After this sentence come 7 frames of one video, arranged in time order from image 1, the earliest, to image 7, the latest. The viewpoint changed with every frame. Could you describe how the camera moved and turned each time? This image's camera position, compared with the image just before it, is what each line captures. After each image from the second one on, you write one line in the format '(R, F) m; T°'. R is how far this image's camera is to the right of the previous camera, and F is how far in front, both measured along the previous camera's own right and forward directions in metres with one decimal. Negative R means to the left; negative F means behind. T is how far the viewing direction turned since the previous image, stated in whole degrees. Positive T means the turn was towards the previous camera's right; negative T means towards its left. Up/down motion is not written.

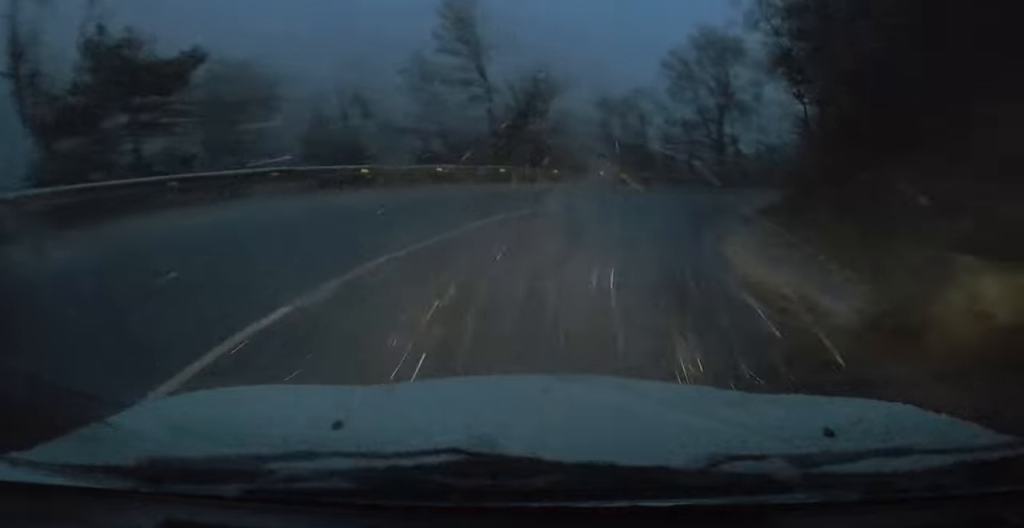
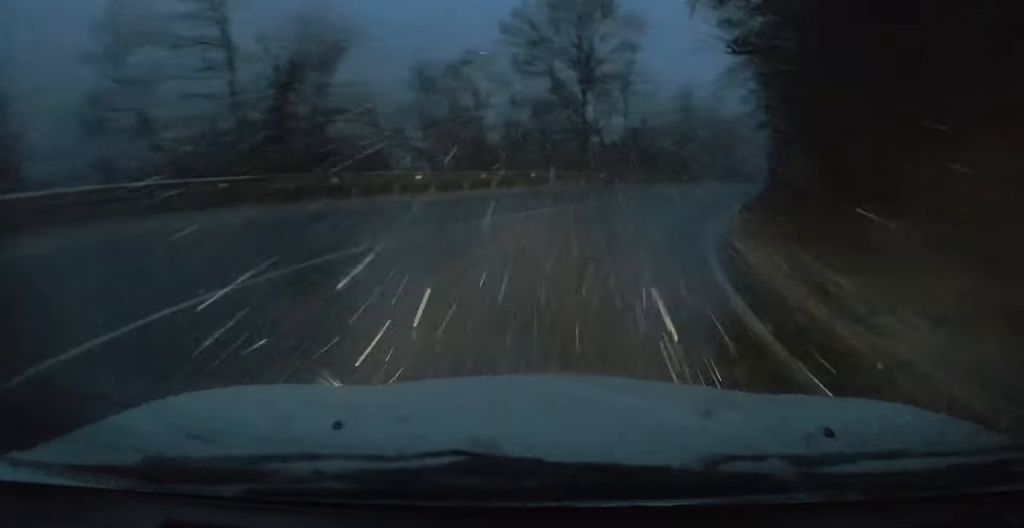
(+1.7, +12.1) m; +14°
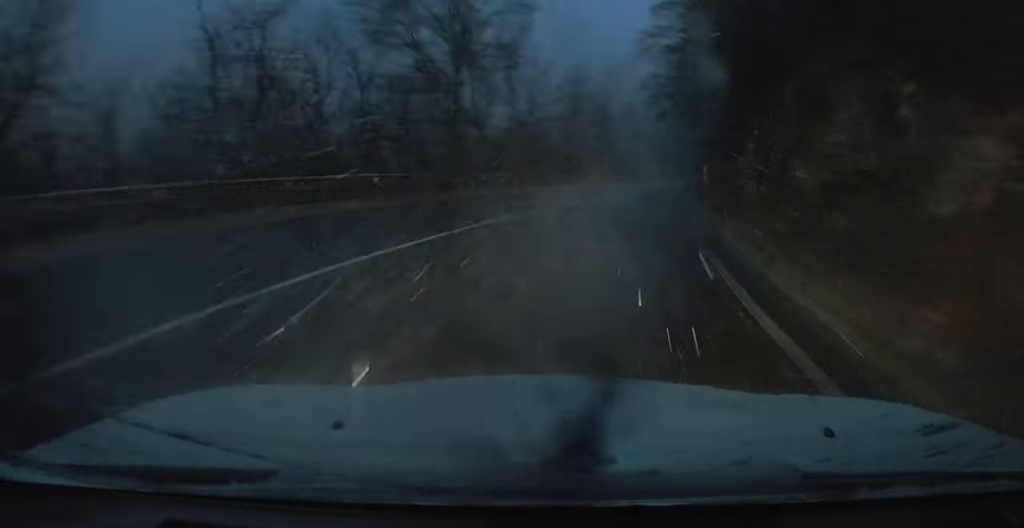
(+0.6, +8.9) m; +7°
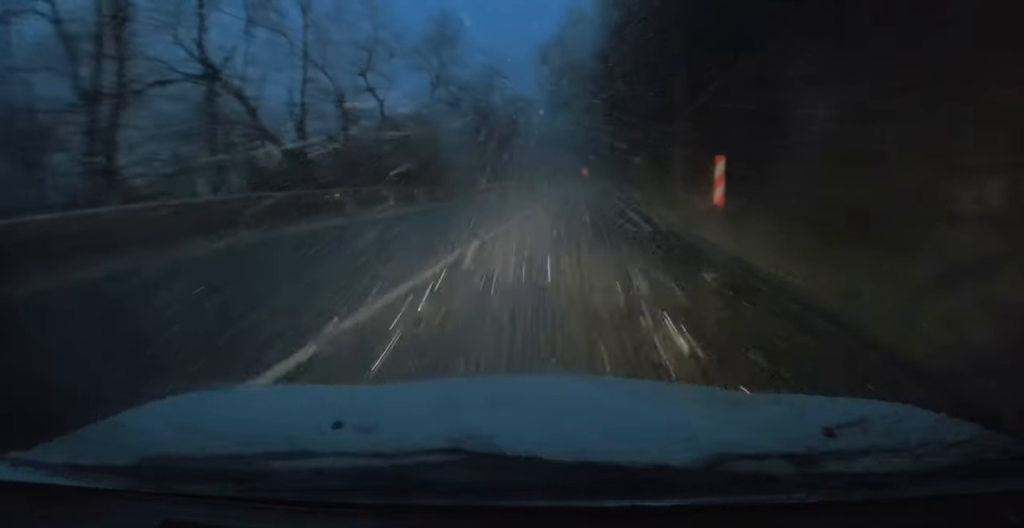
(+1.6, +17.3) m; +9°
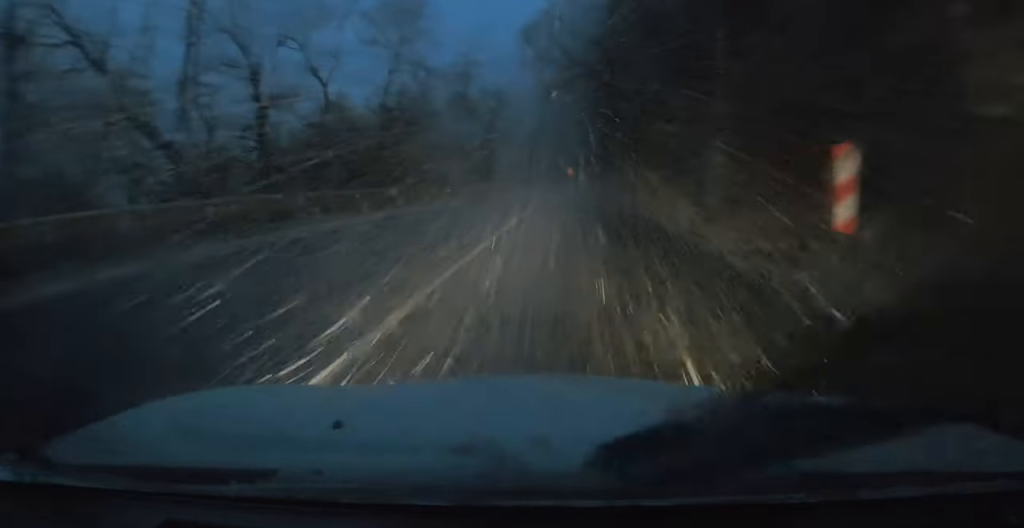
(0.0, +6.0) m; +2°
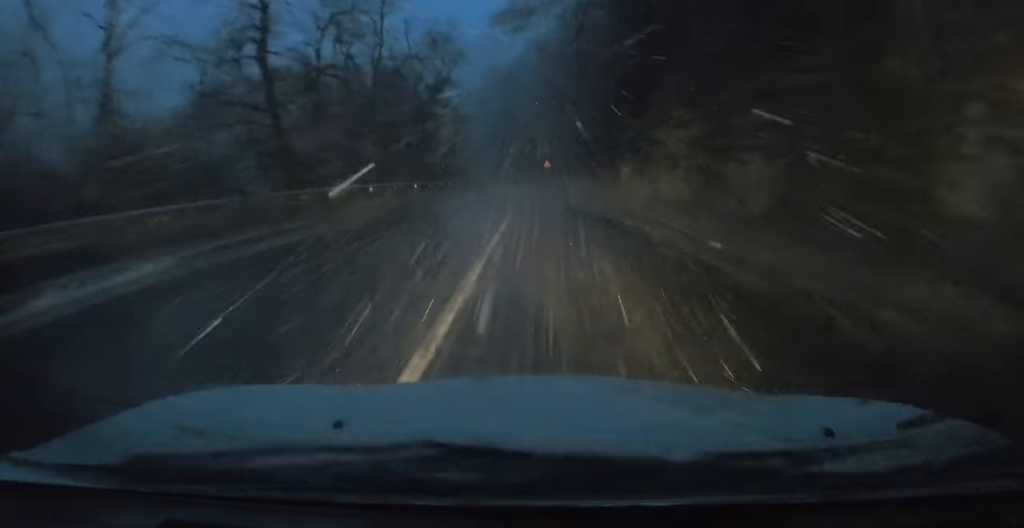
(+0.5, +23.8) m; +1°
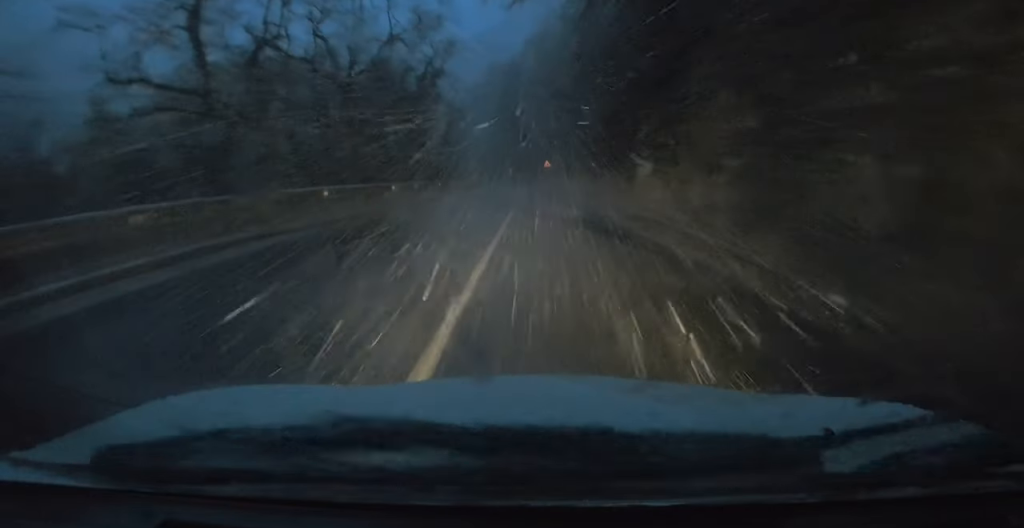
(0.0, +4.4) m; 0°
